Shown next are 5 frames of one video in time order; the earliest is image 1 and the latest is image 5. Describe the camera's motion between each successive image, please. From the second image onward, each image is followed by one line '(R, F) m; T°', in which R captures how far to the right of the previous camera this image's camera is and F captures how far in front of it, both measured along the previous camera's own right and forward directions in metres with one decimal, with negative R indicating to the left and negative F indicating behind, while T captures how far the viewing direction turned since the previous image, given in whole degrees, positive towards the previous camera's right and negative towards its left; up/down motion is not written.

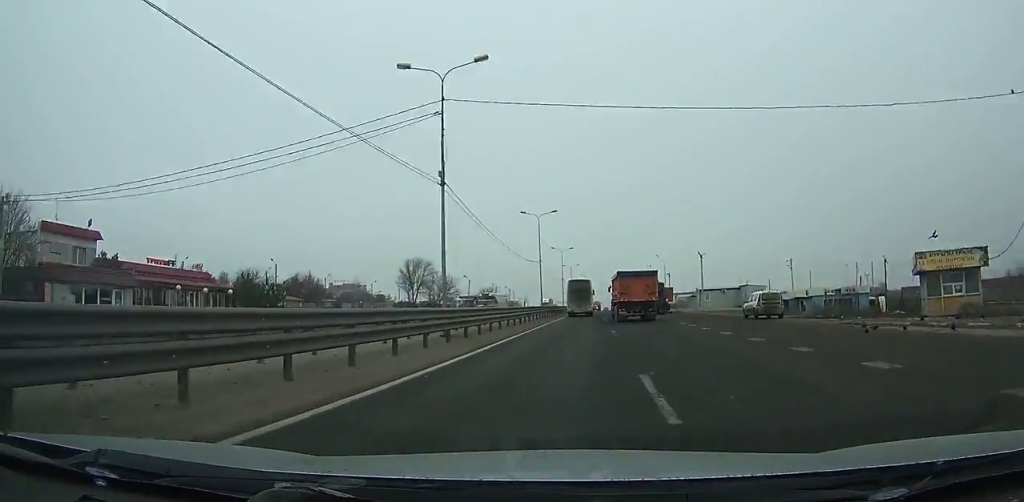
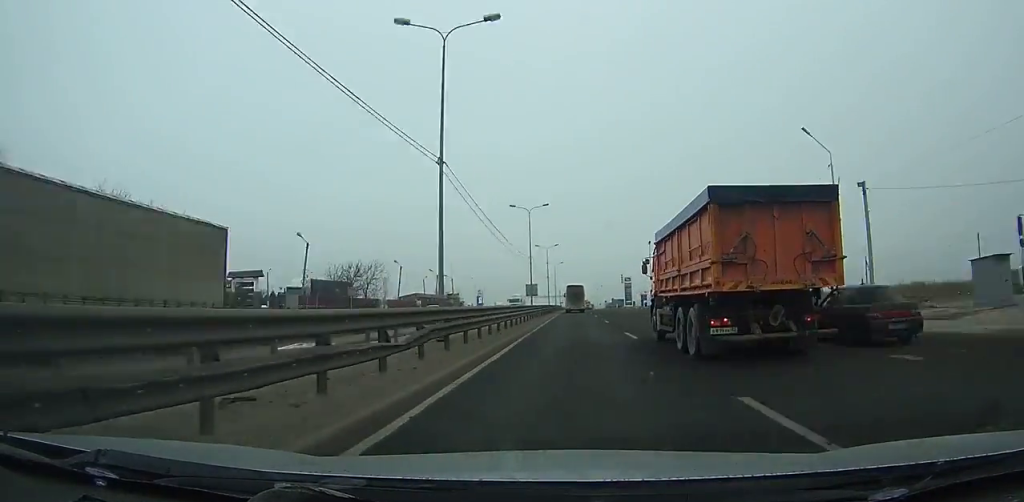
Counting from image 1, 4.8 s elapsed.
(+1.2, +86.0) m; +1°
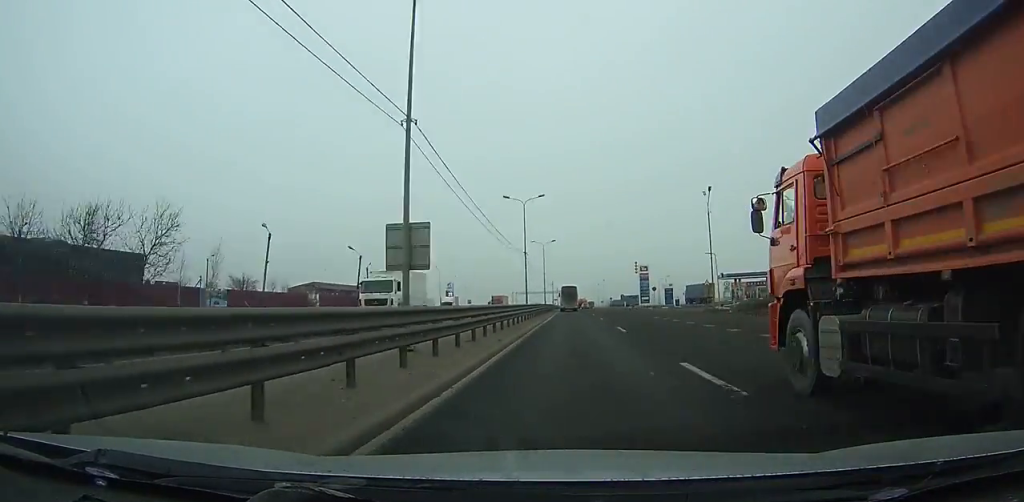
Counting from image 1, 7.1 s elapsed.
(0.0, +44.0) m; 0°
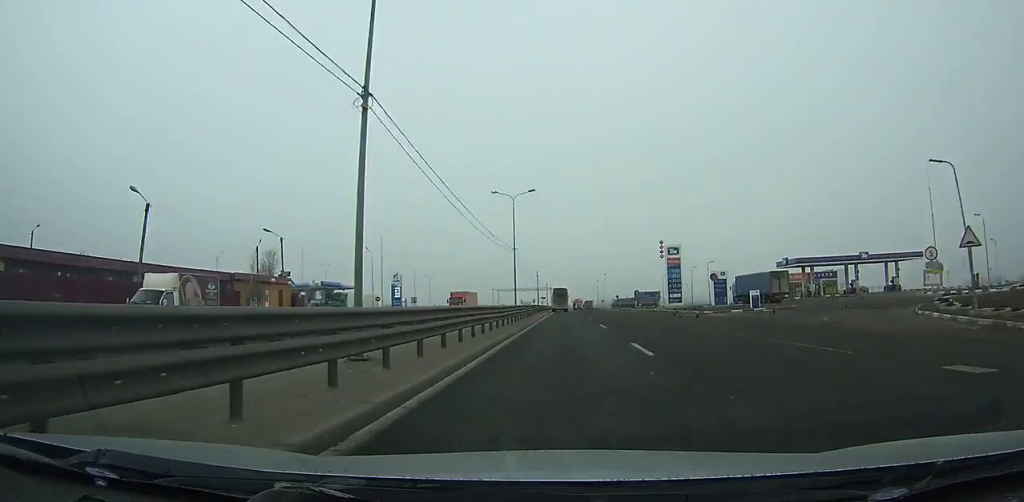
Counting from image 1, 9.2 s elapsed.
(0.0, +42.1) m; 0°
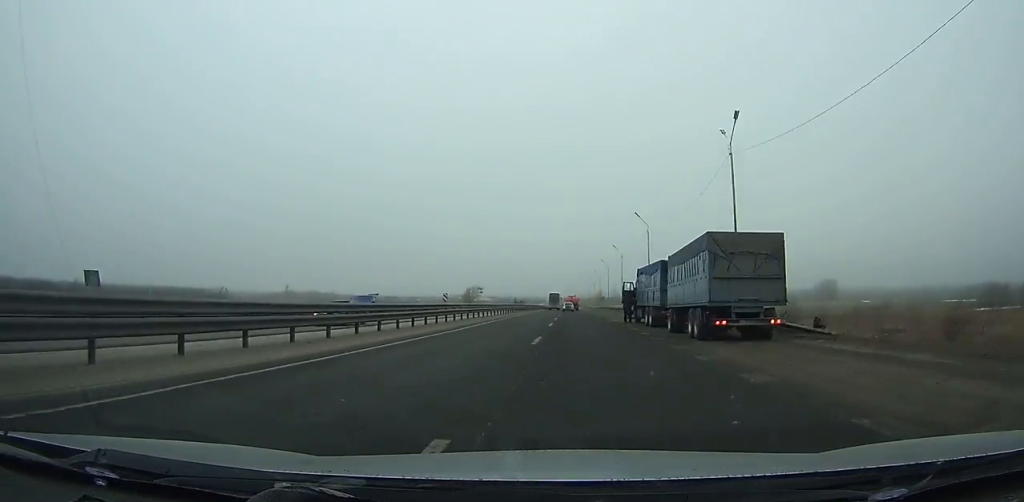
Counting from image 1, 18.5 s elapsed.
(-0.9, +191.3) m; 0°
